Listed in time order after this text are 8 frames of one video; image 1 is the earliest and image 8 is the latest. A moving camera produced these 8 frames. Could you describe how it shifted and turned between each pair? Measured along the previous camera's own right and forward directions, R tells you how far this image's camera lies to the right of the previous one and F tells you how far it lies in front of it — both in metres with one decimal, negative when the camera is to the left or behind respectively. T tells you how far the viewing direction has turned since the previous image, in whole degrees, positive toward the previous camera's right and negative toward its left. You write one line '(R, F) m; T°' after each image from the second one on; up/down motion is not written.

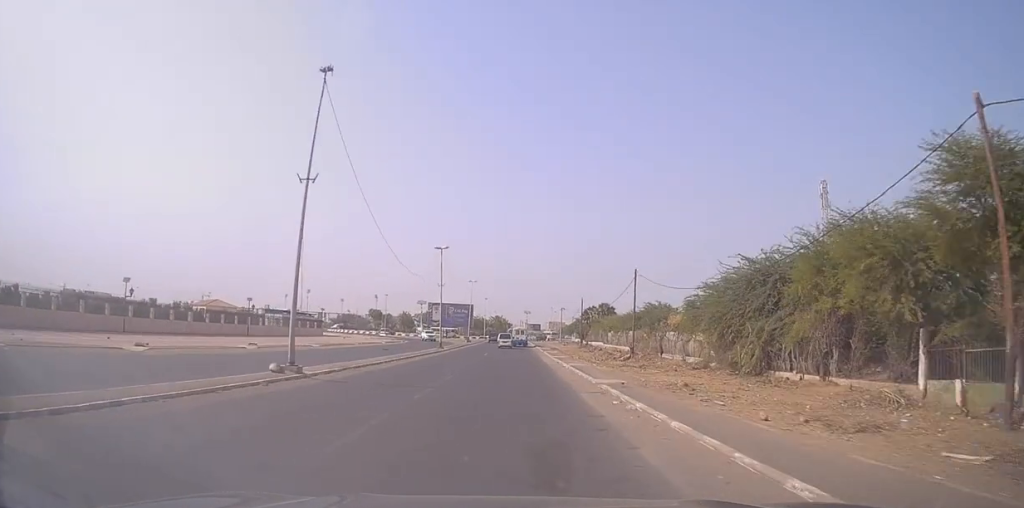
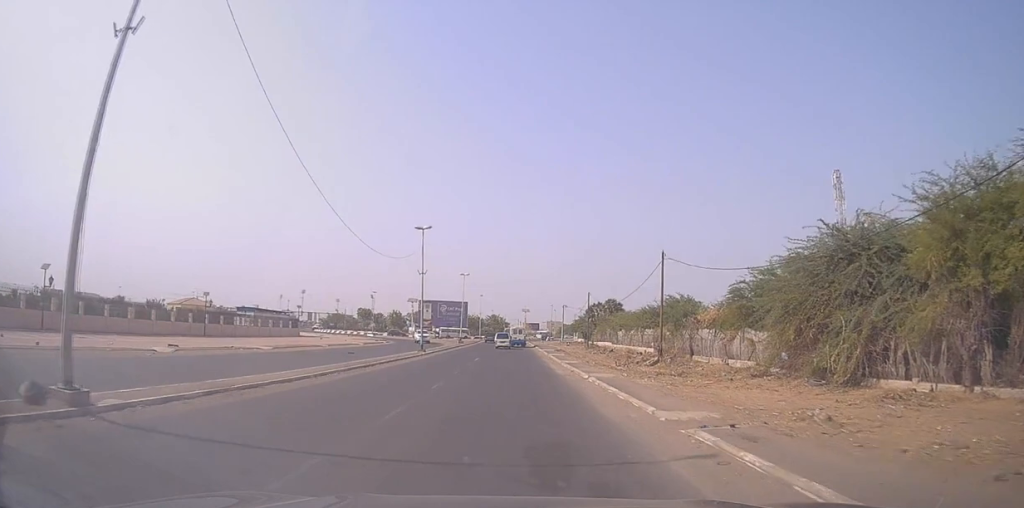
(0.0, +9.9) m; 0°
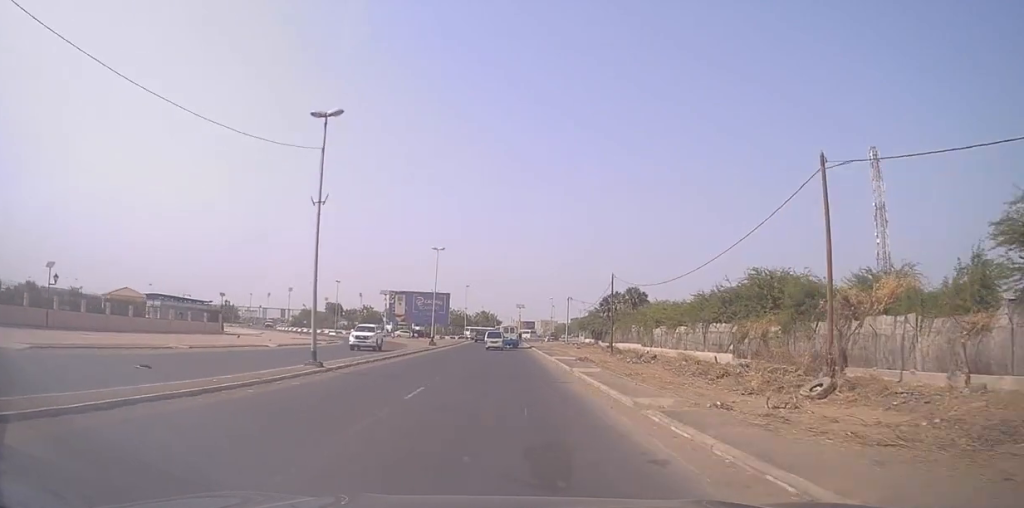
(+0.1, +23.3) m; +3°
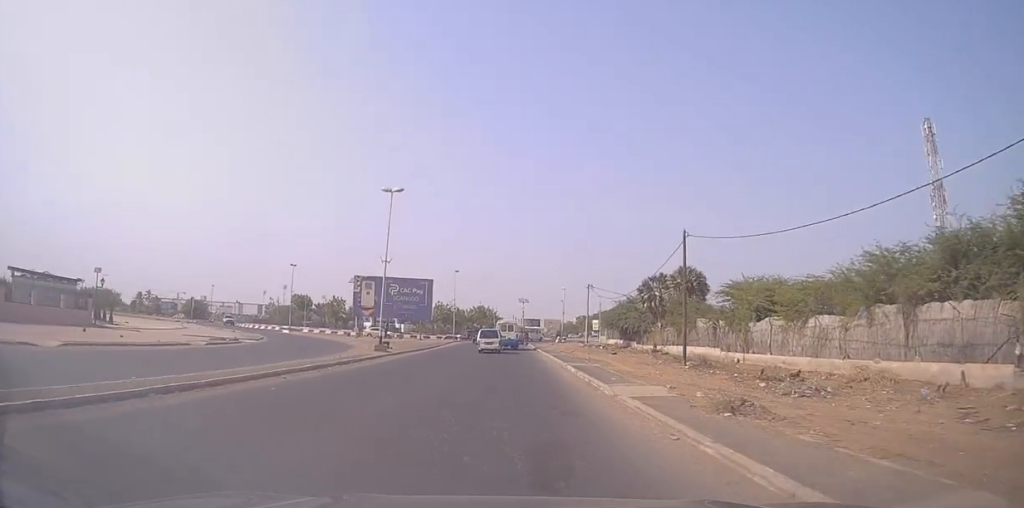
(+0.9, +23.5) m; 0°
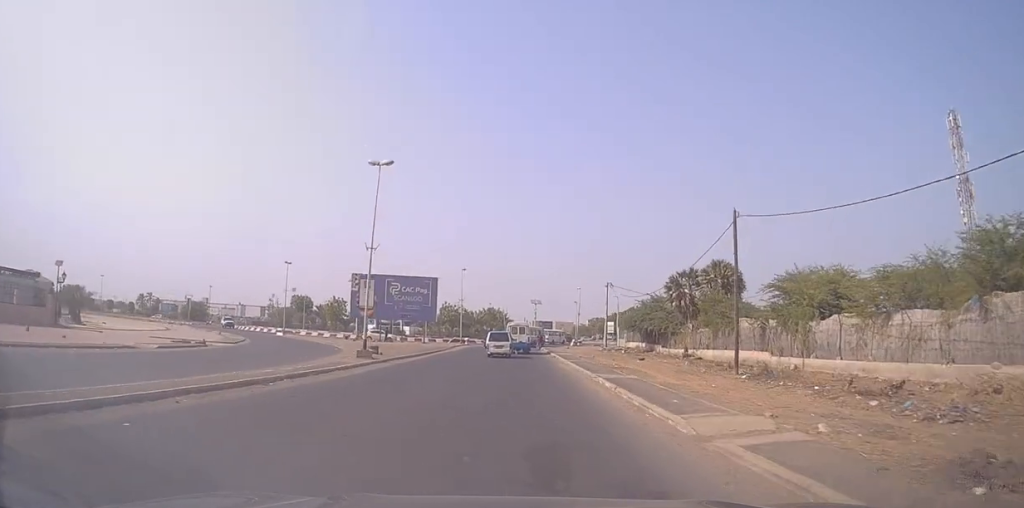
(0.0, +6.3) m; -1°
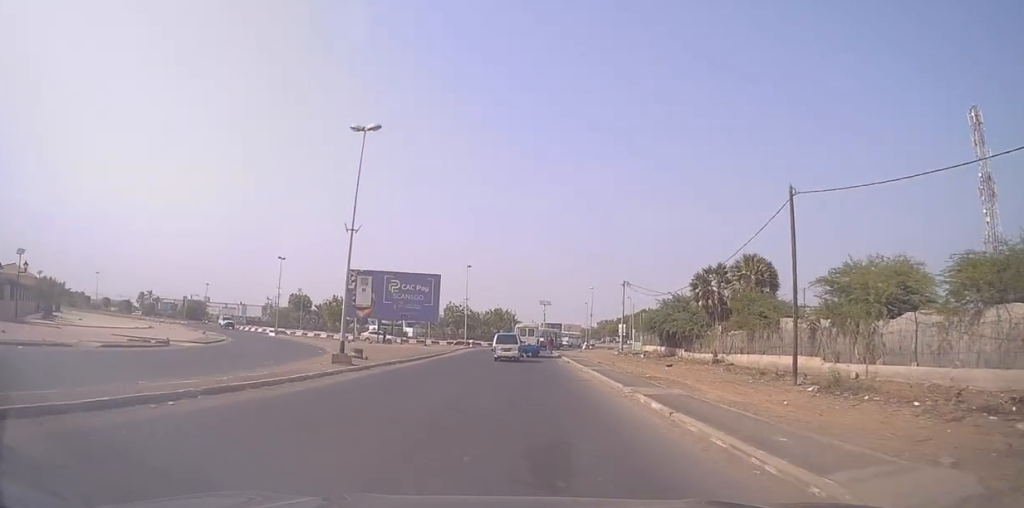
(-0.3, +5.2) m; 0°
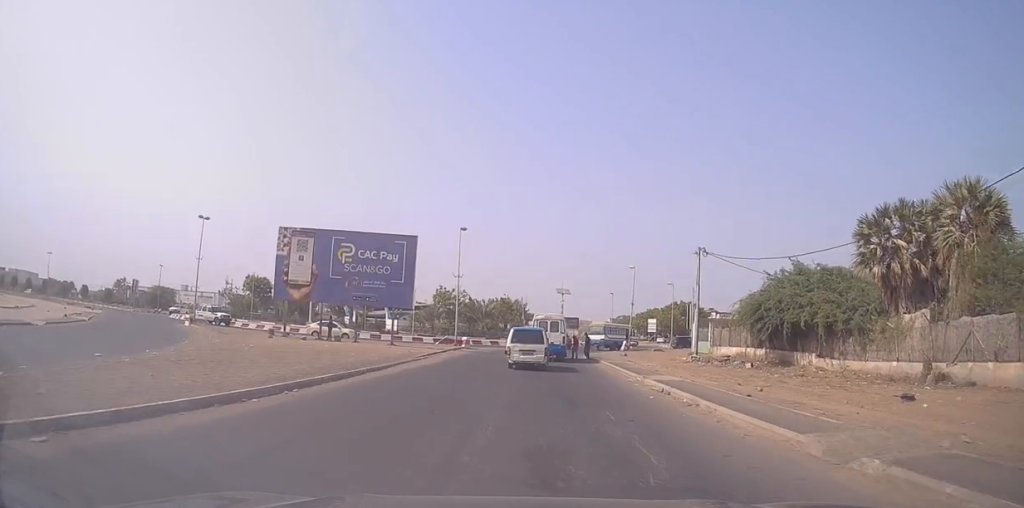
(-0.5, +23.7) m; -2°
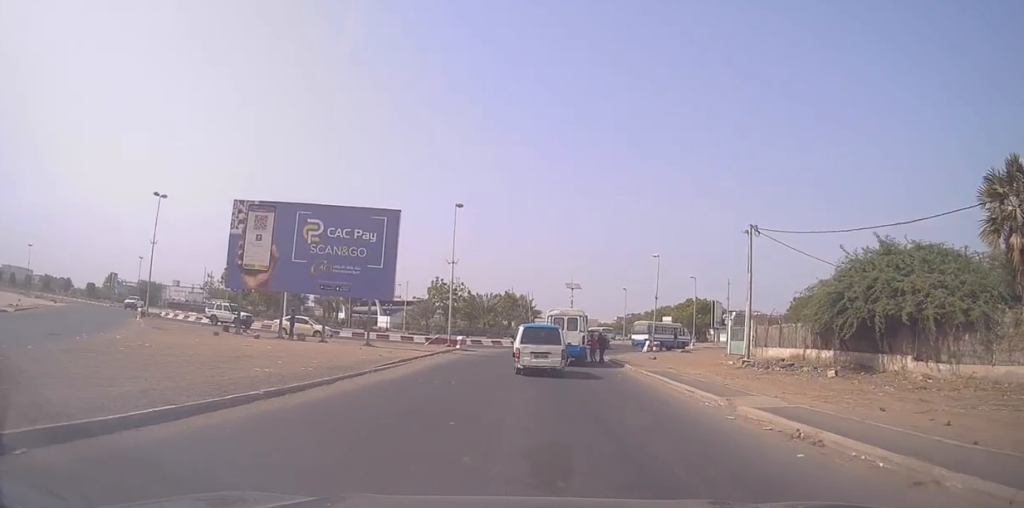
(-0.1, +9.1) m; +1°
